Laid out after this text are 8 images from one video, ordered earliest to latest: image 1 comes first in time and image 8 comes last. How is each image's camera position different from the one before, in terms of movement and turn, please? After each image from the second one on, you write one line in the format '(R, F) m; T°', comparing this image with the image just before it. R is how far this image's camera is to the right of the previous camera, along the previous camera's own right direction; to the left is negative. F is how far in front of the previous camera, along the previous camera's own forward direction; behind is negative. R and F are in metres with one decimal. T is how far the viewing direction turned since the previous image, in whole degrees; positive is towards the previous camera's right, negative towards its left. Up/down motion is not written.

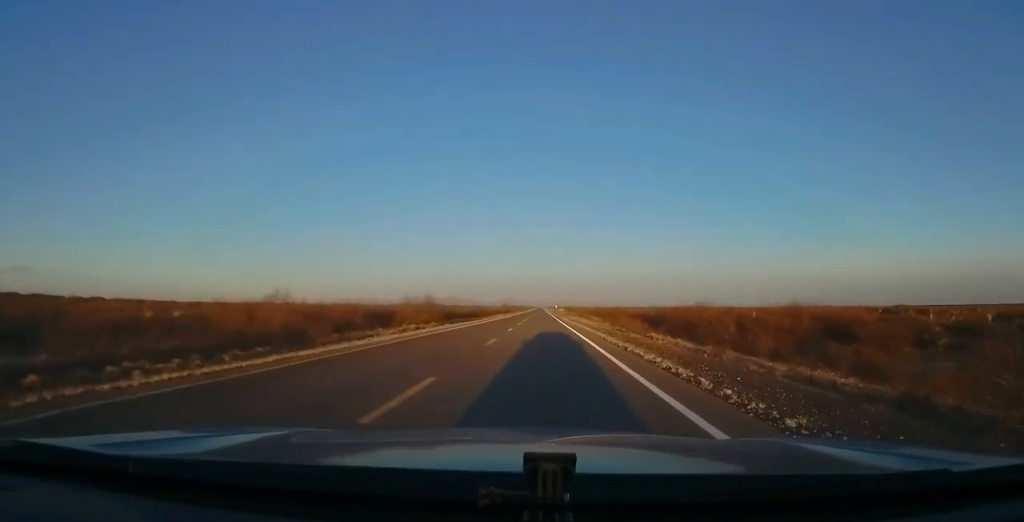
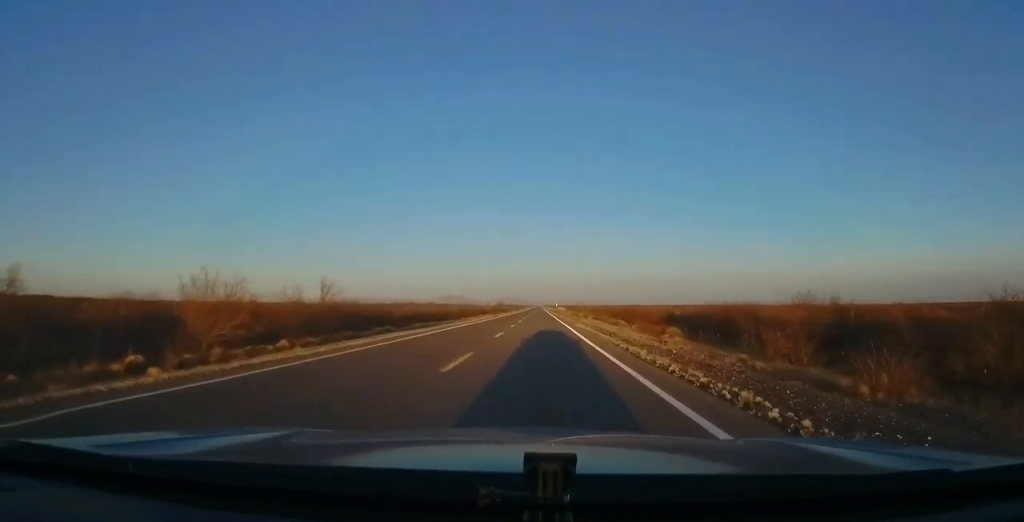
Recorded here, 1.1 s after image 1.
(-0.5, +31.1) m; 0°
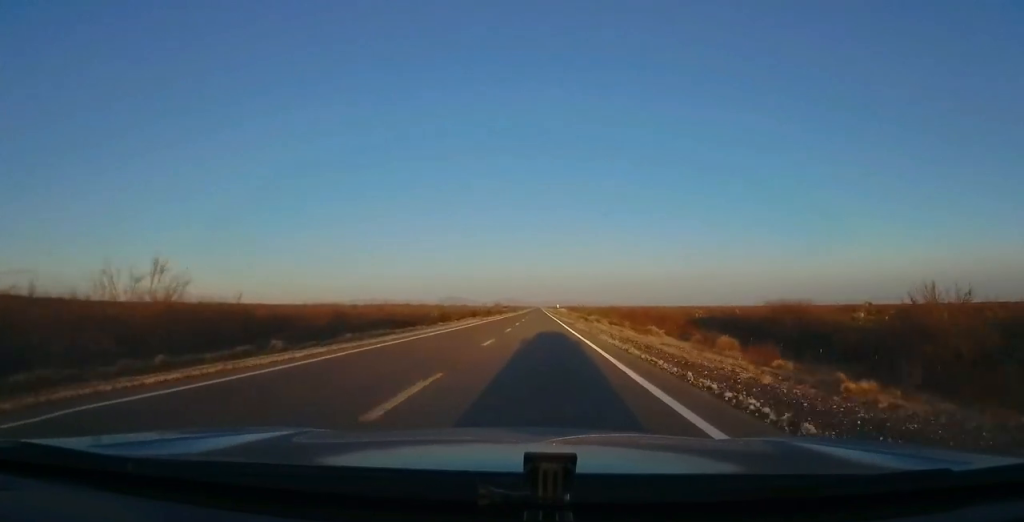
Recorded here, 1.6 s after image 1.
(+0.2, +16.5) m; 0°
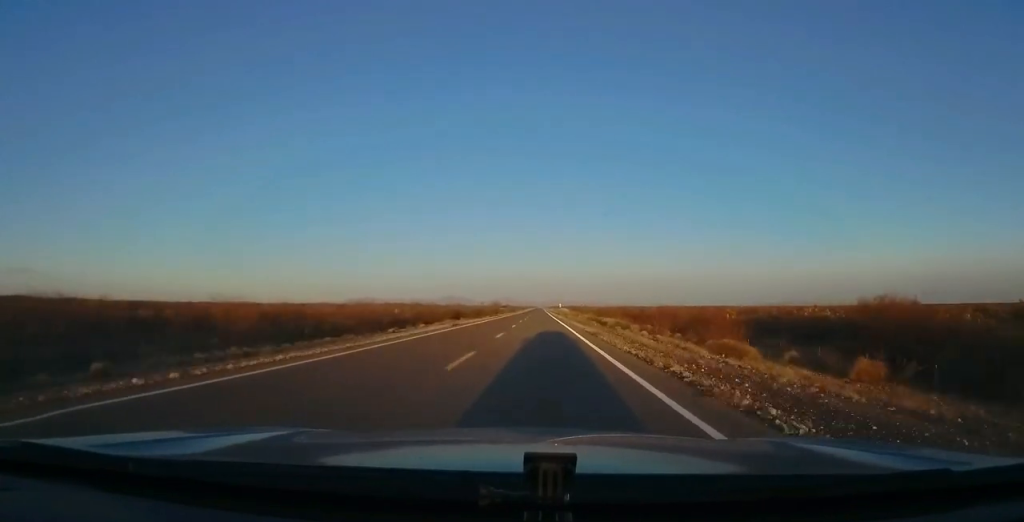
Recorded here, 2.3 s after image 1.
(+0.2, +18.5) m; 0°
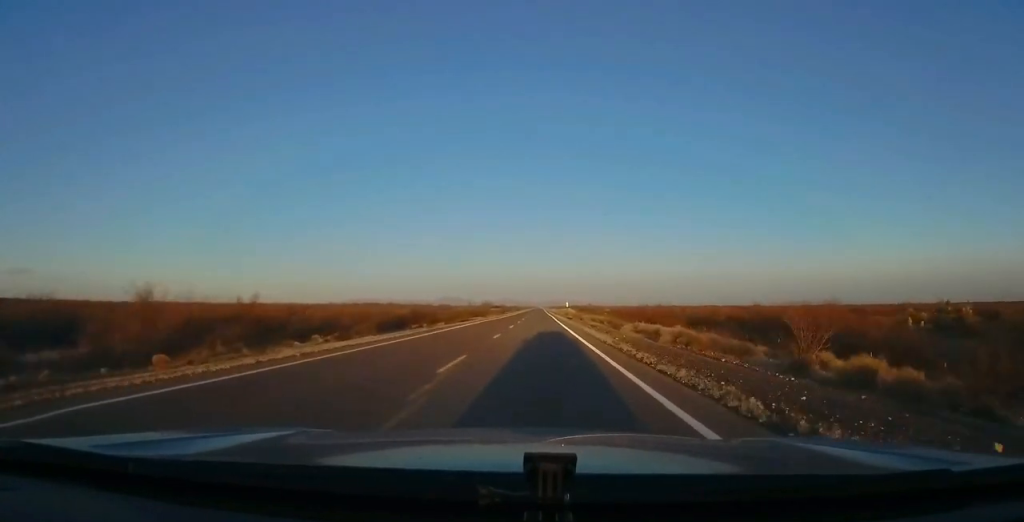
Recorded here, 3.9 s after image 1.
(0.0, +49.0) m; +2°
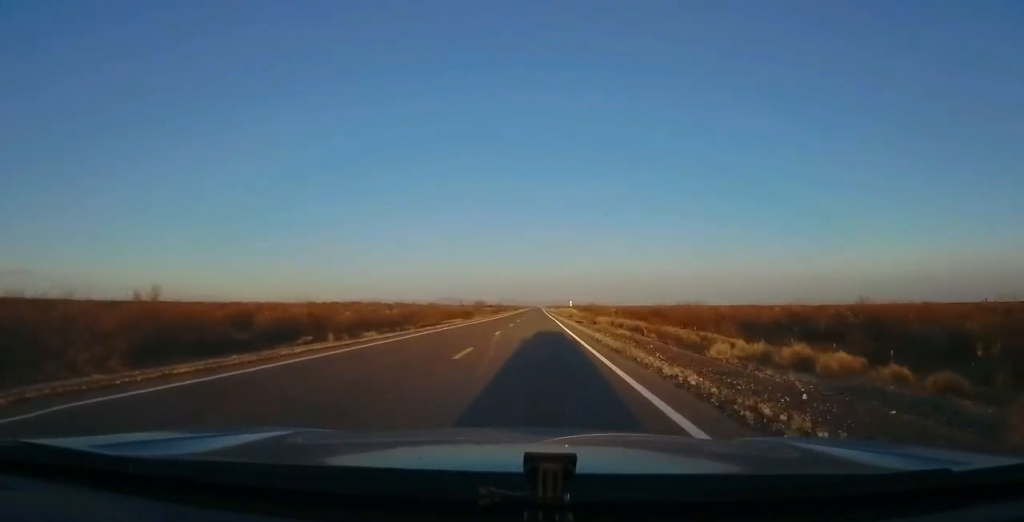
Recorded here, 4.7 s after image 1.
(+0.3, +21.4) m; 0°
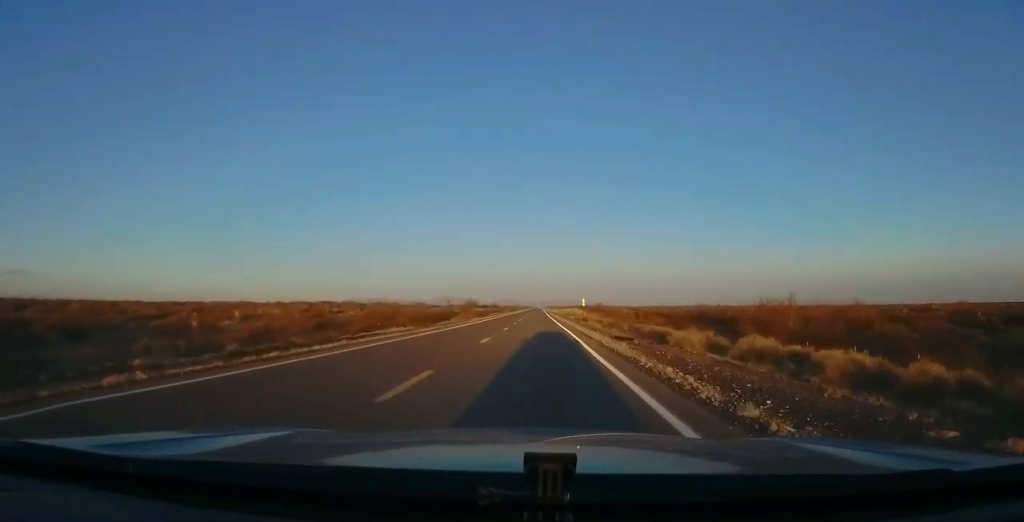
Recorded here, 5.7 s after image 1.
(0.0, +30.2) m; -1°
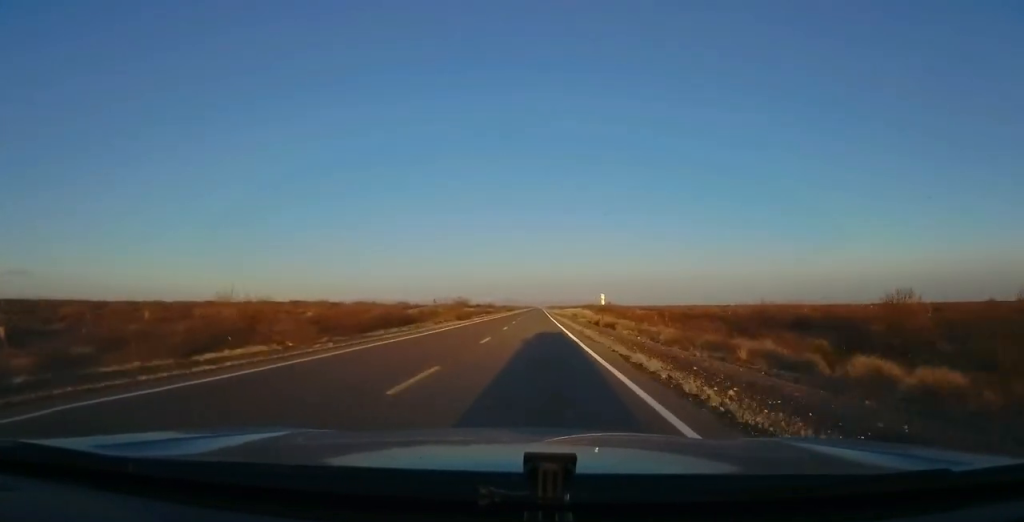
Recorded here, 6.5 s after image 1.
(-0.3, +23.4) m; -1°
